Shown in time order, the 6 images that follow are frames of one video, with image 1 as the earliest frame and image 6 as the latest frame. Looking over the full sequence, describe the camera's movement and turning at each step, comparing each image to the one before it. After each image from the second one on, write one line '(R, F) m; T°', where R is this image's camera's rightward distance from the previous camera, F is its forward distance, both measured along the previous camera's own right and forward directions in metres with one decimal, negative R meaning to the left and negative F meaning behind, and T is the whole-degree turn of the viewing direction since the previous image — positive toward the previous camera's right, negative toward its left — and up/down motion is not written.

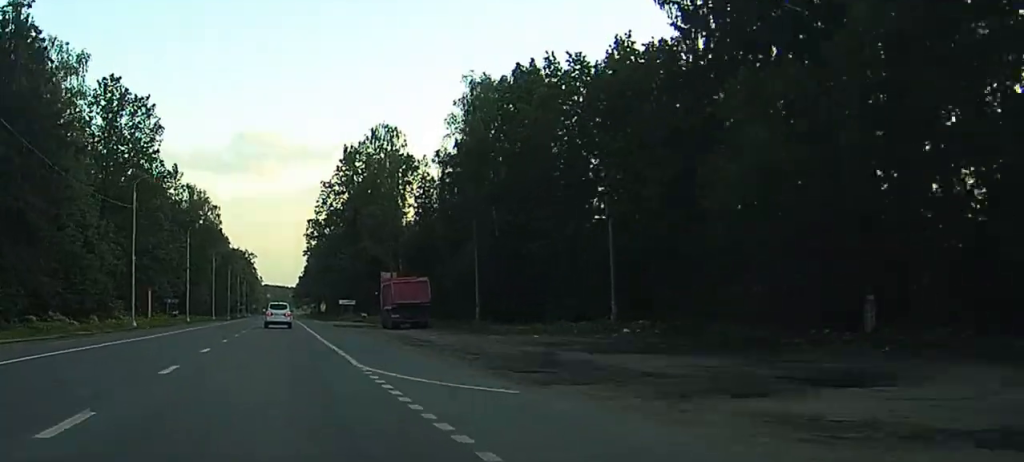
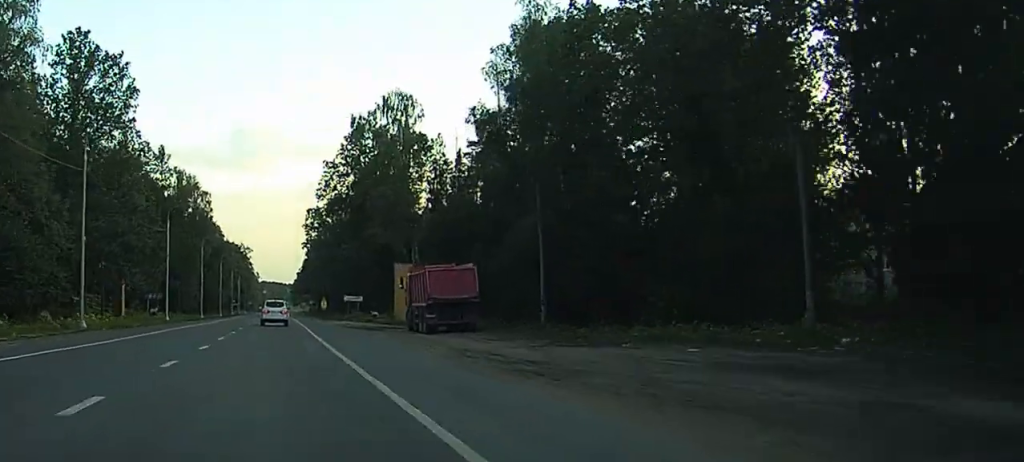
(+0.1, +14.8) m; 0°
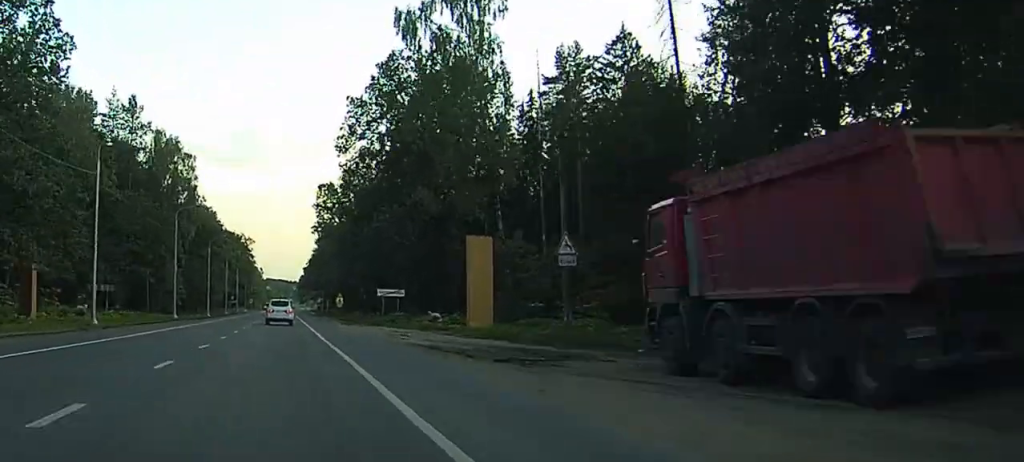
(0.0, +33.1) m; 0°
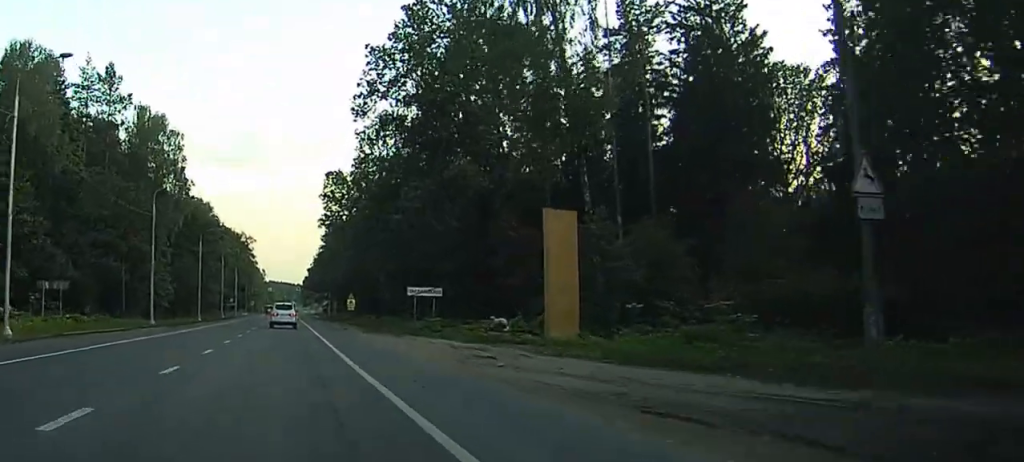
(0.0, +15.9) m; 0°
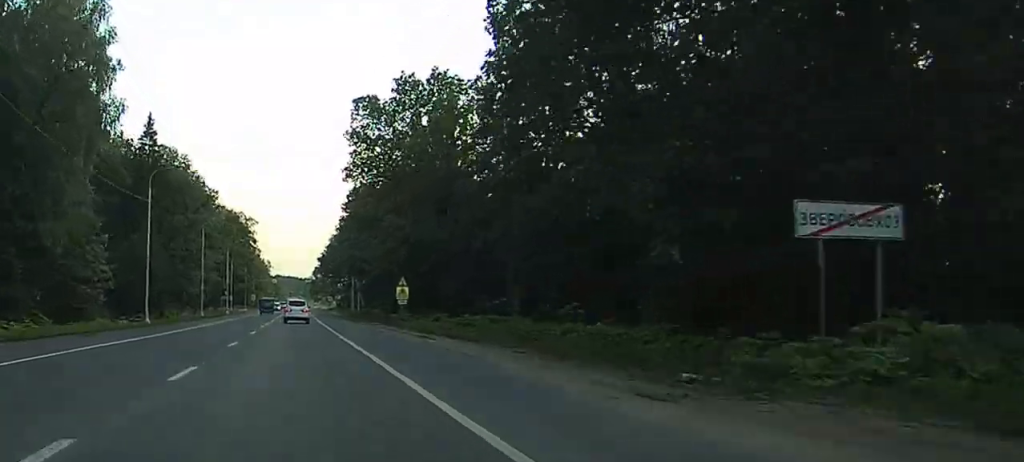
(-0.1, +41.6) m; -1°
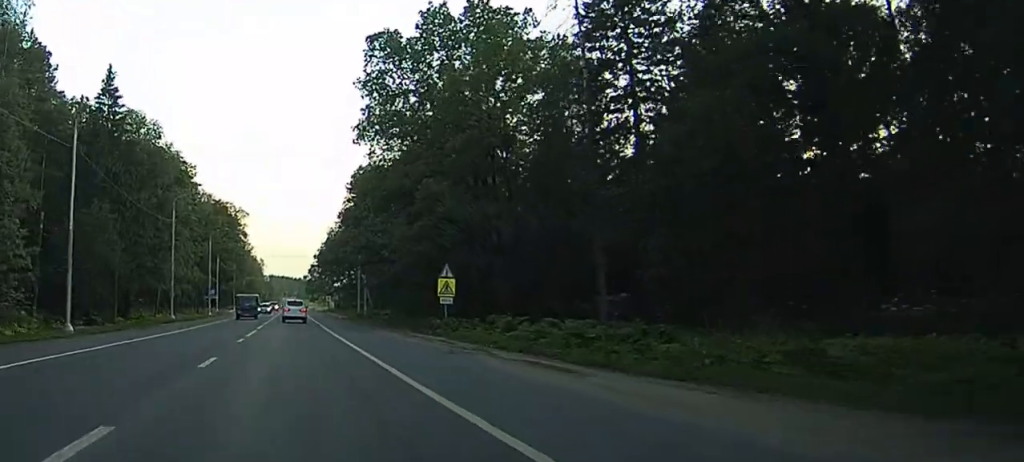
(-0.1, +19.8) m; 0°
